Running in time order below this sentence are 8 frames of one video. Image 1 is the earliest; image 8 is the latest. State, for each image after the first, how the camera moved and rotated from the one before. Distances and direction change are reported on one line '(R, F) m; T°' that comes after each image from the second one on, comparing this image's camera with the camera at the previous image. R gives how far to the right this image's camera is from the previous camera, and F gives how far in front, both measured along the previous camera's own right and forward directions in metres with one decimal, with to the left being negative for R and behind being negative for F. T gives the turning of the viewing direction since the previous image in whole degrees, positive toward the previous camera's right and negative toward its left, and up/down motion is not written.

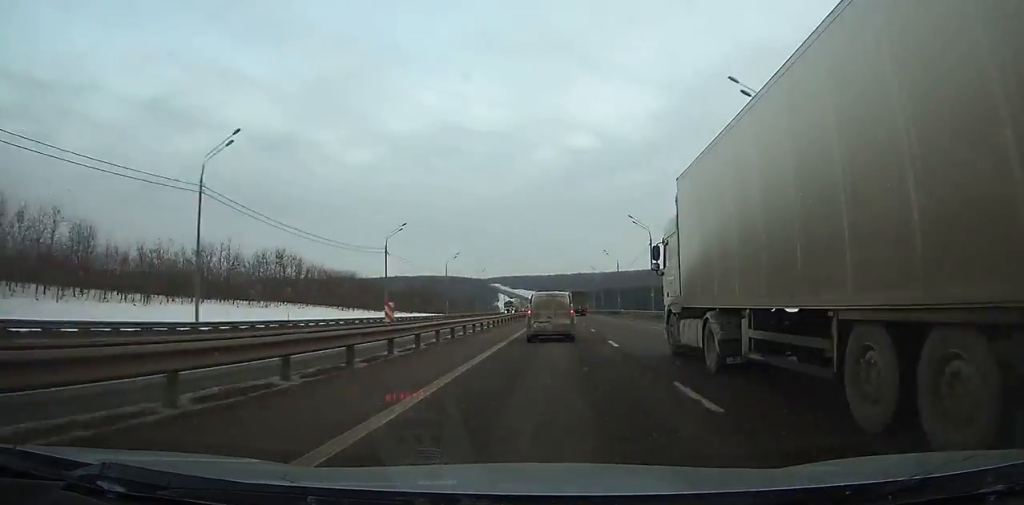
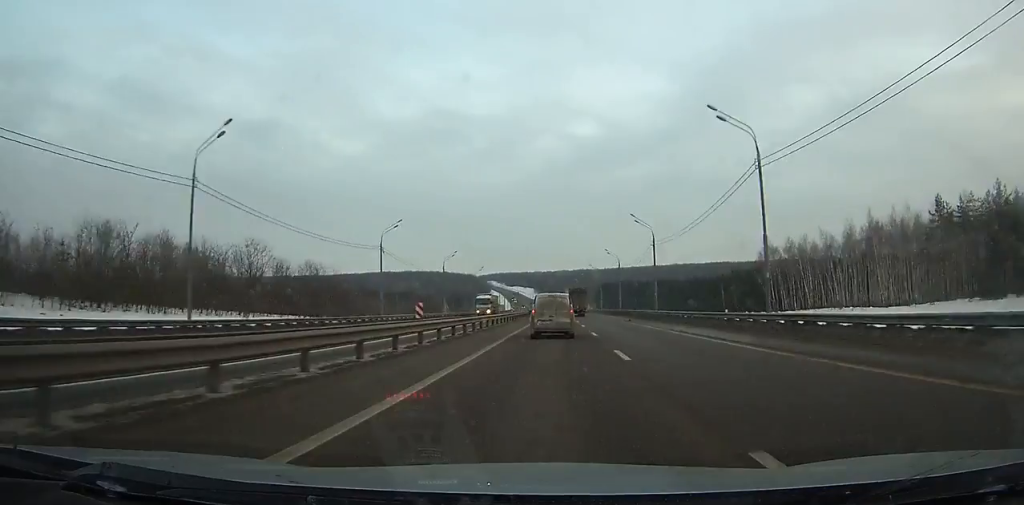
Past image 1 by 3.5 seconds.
(+0.3, +108.7) m; 0°
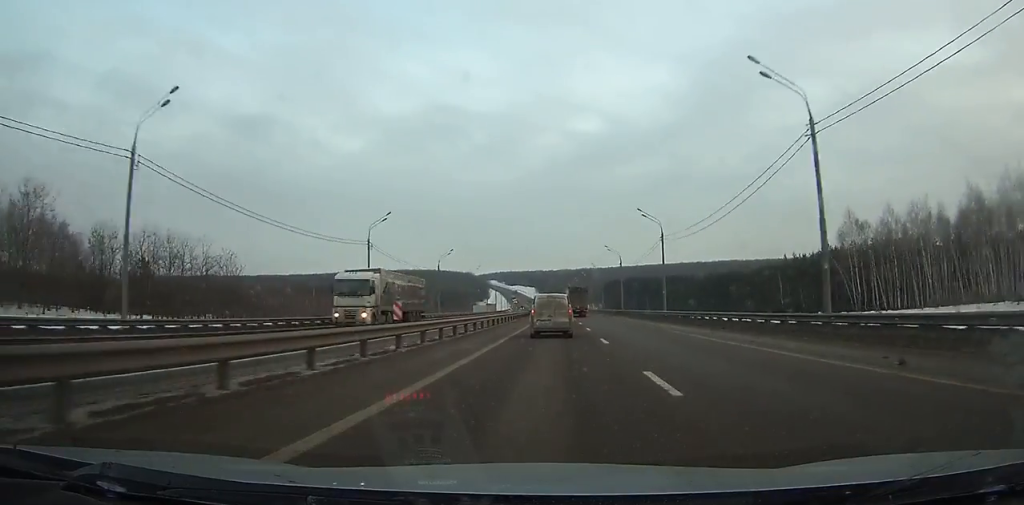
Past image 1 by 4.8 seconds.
(0.0, +40.4) m; 0°
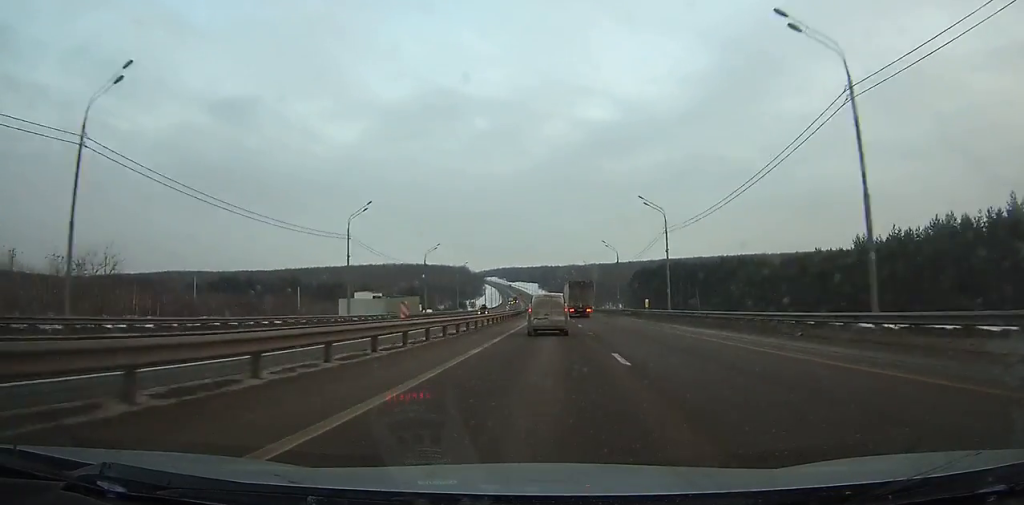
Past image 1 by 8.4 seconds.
(-0.6, +110.5) m; -1°
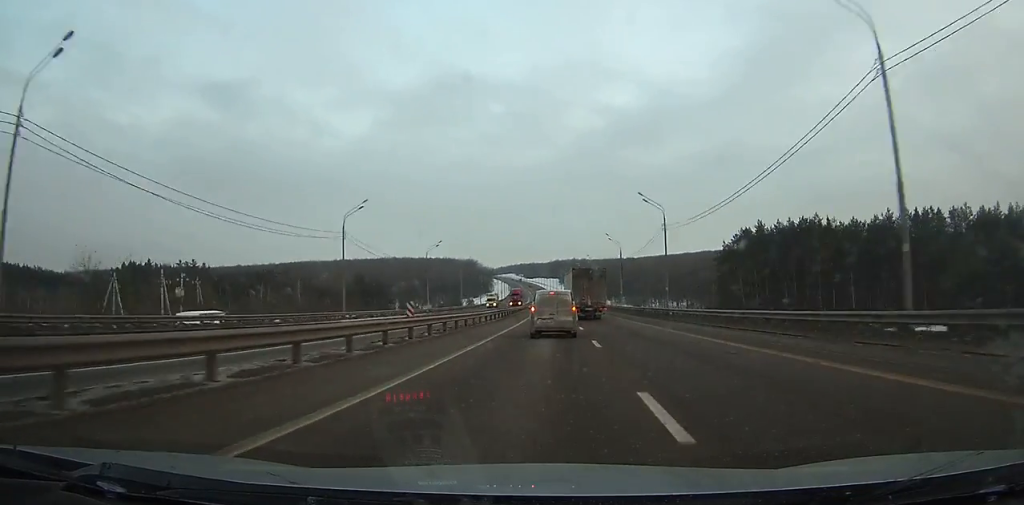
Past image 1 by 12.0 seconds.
(-1.6, +106.2) m; -2°
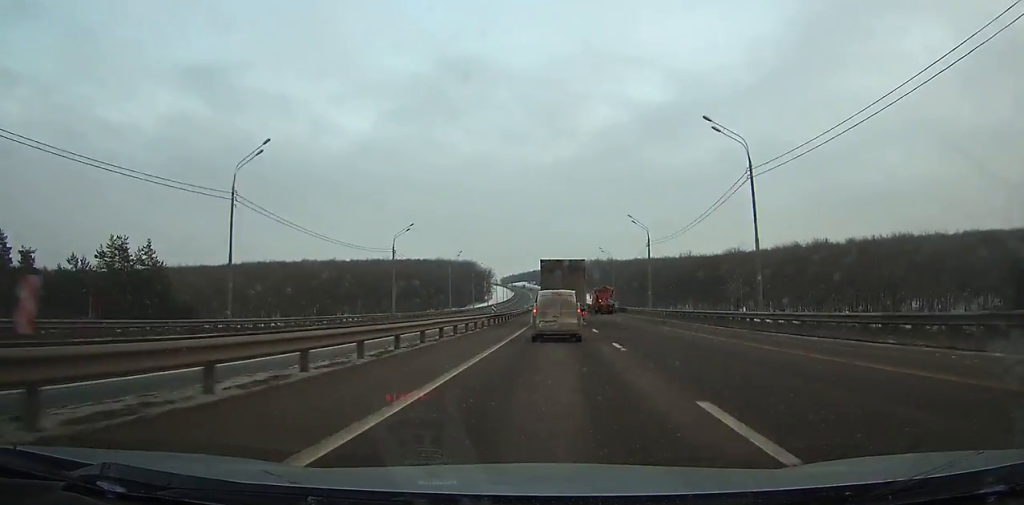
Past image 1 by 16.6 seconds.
(-1.9, +128.0) m; -2°
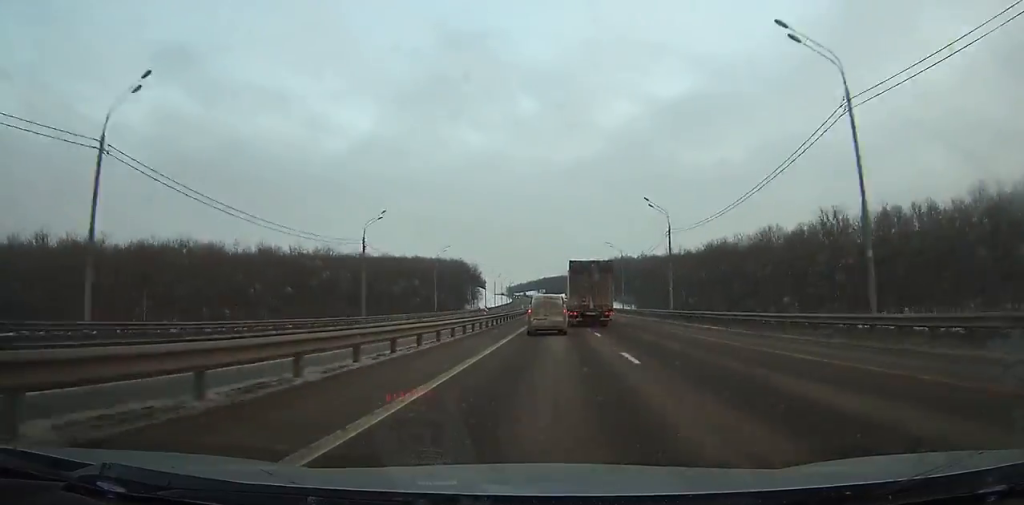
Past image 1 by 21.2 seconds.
(-1.9, +123.8) m; -1°
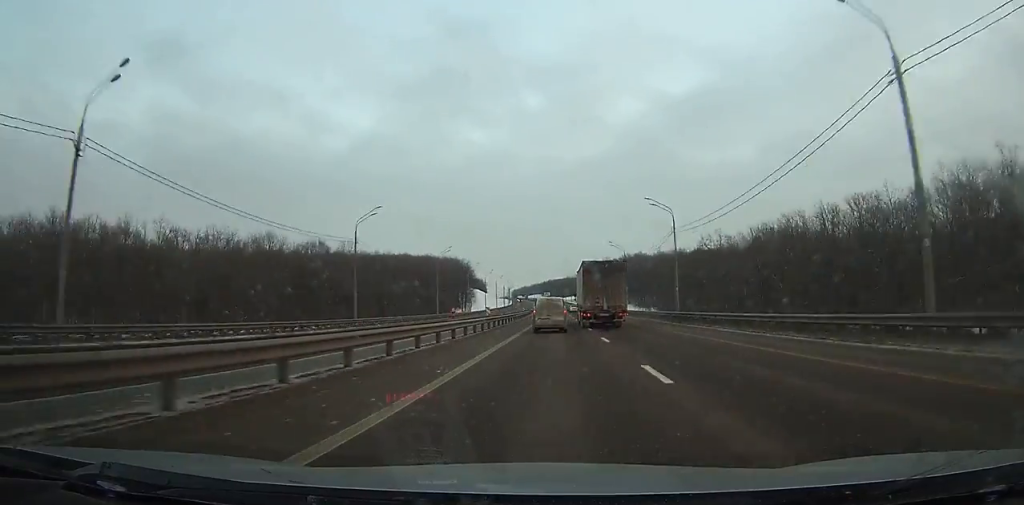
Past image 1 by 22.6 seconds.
(-0.1, +38.0) m; 0°
